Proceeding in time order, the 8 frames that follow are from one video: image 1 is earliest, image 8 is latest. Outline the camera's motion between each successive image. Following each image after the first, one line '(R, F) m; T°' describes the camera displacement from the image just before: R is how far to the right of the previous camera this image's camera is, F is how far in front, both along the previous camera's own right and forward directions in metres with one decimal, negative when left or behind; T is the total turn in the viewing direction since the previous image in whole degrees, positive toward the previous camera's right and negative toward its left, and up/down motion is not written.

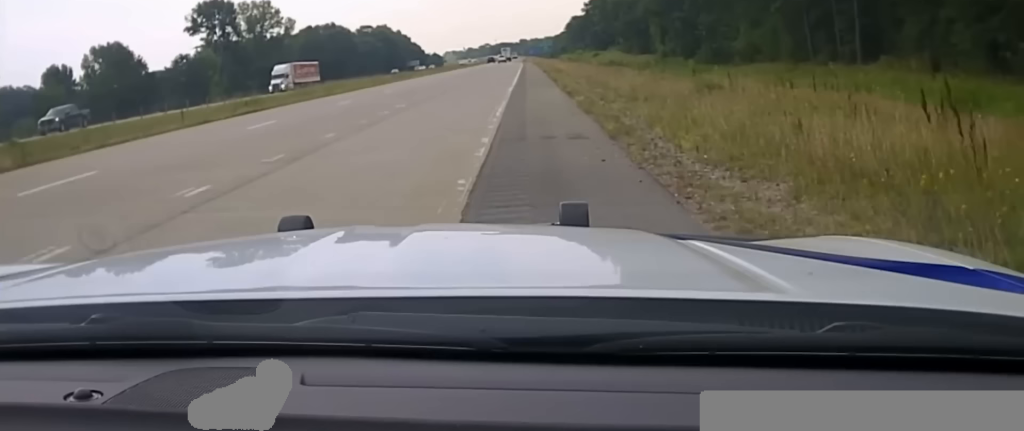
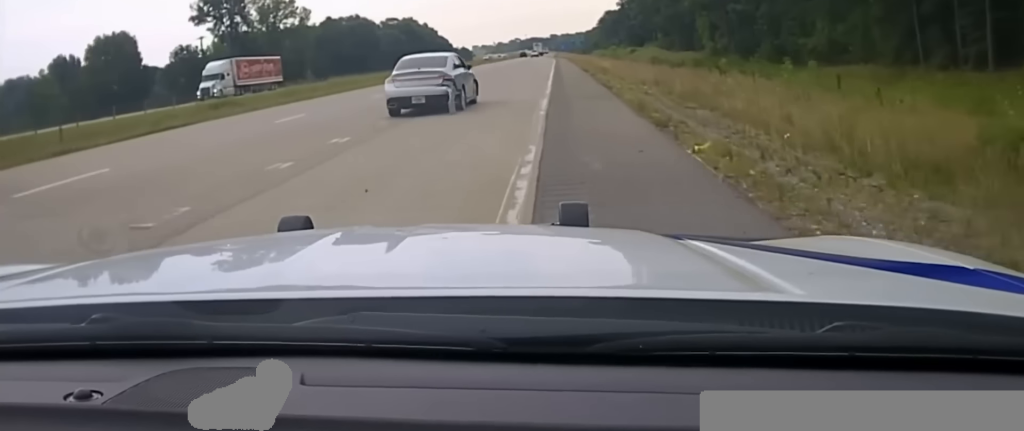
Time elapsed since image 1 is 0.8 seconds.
(0.0, +15.8) m; 0°
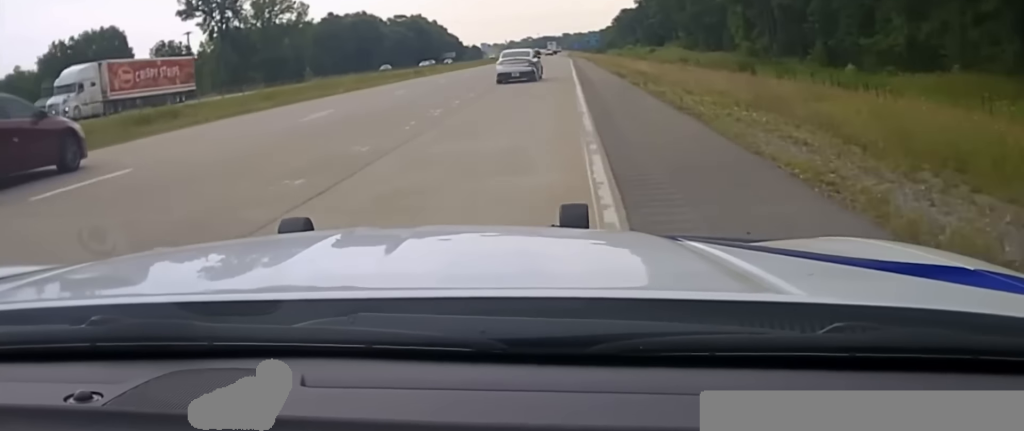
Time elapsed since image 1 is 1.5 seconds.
(0.0, +14.2) m; 0°
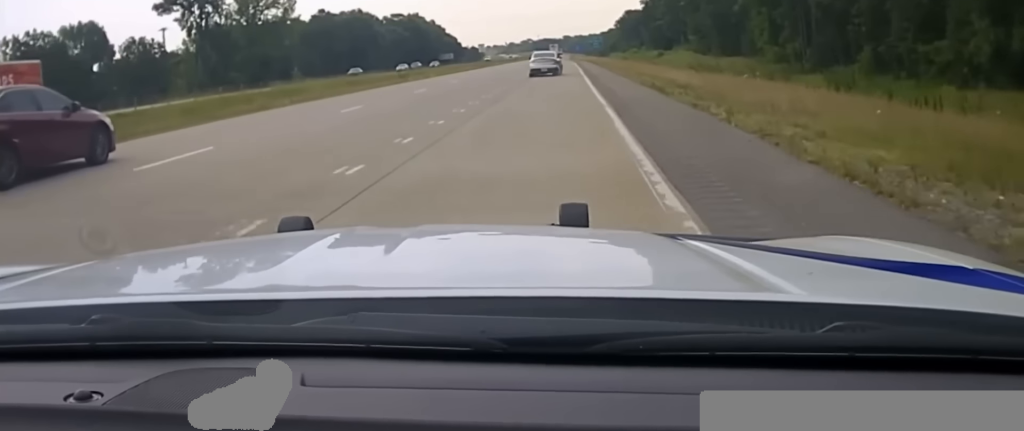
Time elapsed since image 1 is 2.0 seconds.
(0.0, +11.0) m; 0°
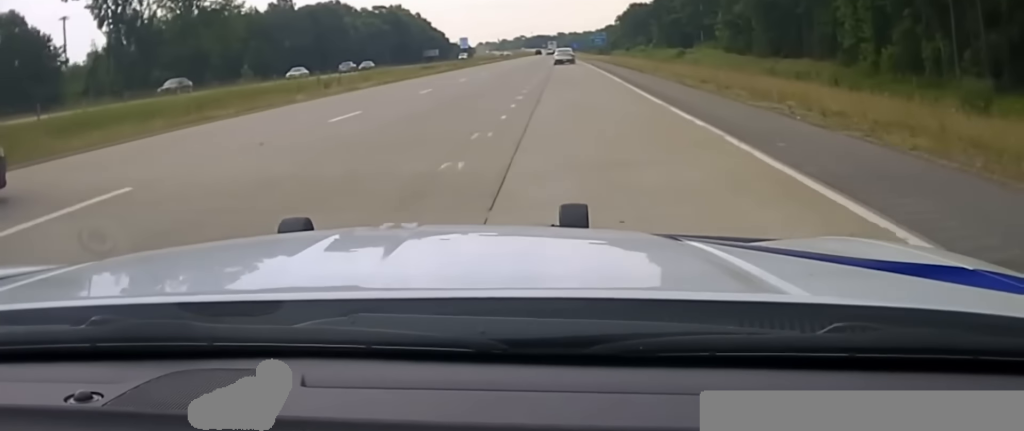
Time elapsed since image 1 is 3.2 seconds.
(-0.1, +29.8) m; 0°
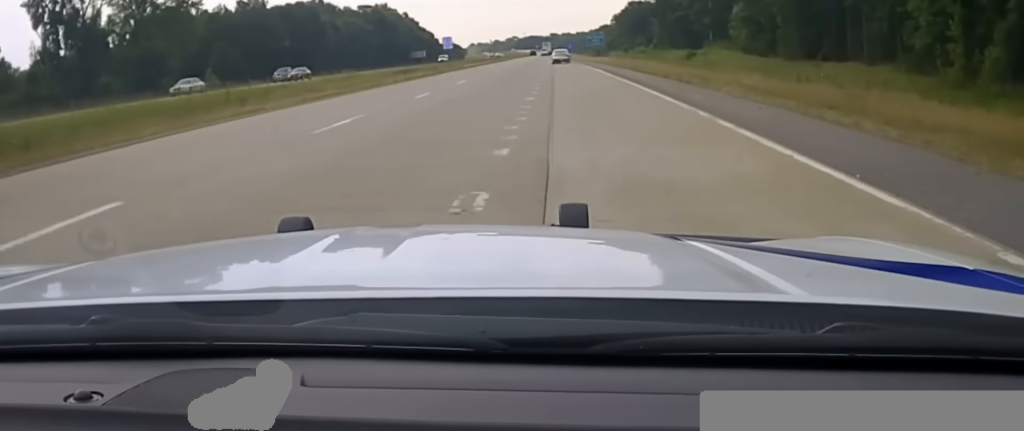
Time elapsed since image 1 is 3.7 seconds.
(0.0, +14.9) m; 0°
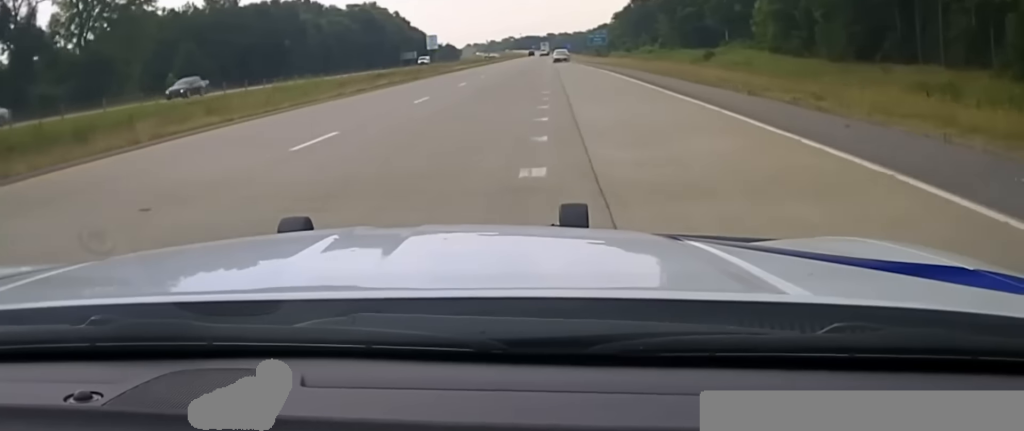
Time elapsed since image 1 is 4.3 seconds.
(0.0, +17.3) m; 0°
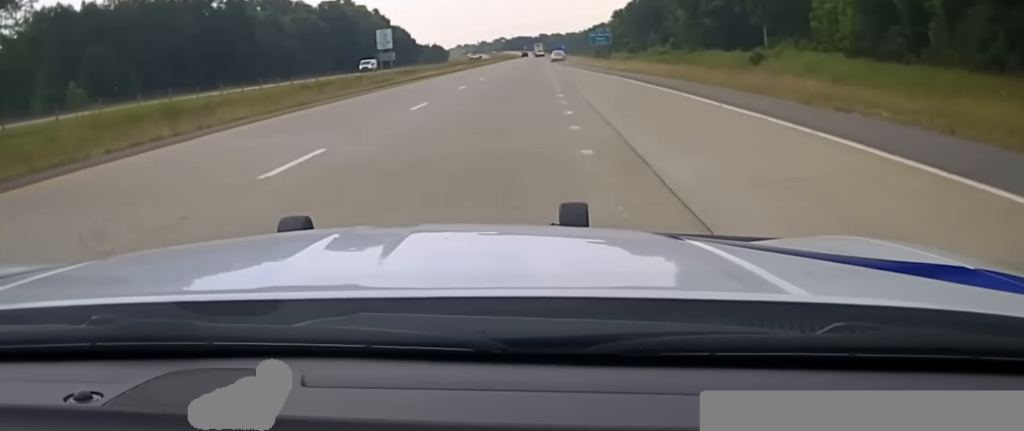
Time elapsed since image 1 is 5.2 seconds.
(+0.2, +28.9) m; +1°
